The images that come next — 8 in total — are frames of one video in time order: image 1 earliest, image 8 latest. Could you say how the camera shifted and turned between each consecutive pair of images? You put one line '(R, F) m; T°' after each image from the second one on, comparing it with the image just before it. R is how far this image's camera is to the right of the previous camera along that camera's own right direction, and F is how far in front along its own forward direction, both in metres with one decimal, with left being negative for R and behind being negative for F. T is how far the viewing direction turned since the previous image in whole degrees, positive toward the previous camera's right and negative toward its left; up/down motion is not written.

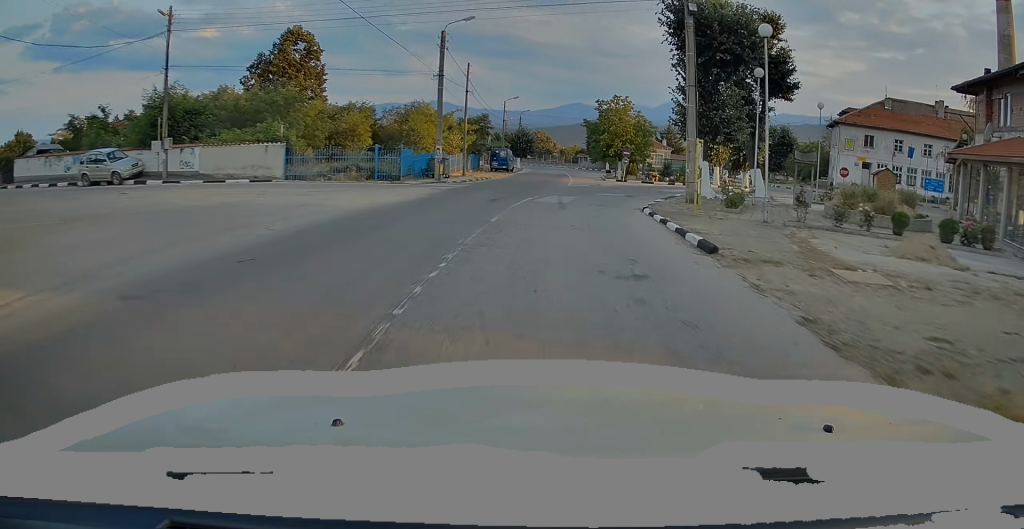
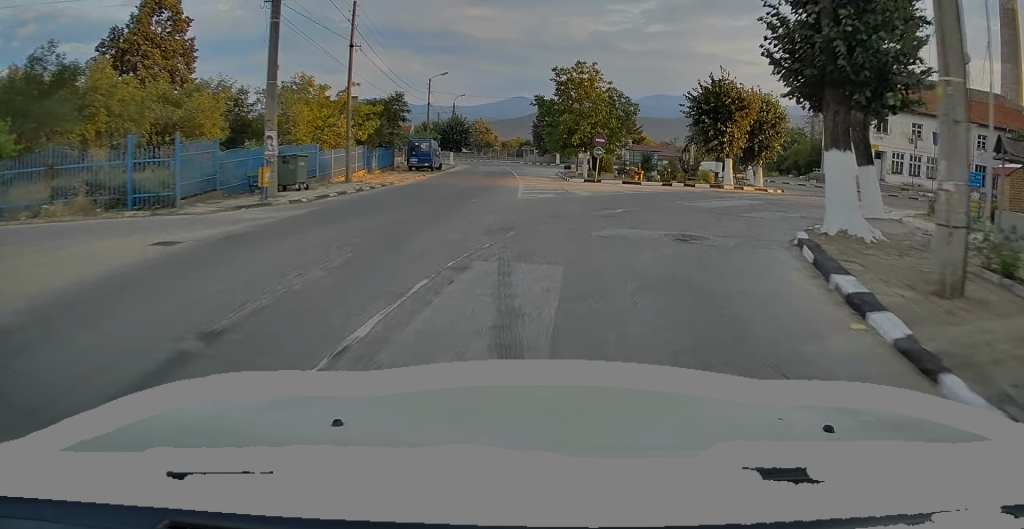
(+0.6, +15.9) m; +8°
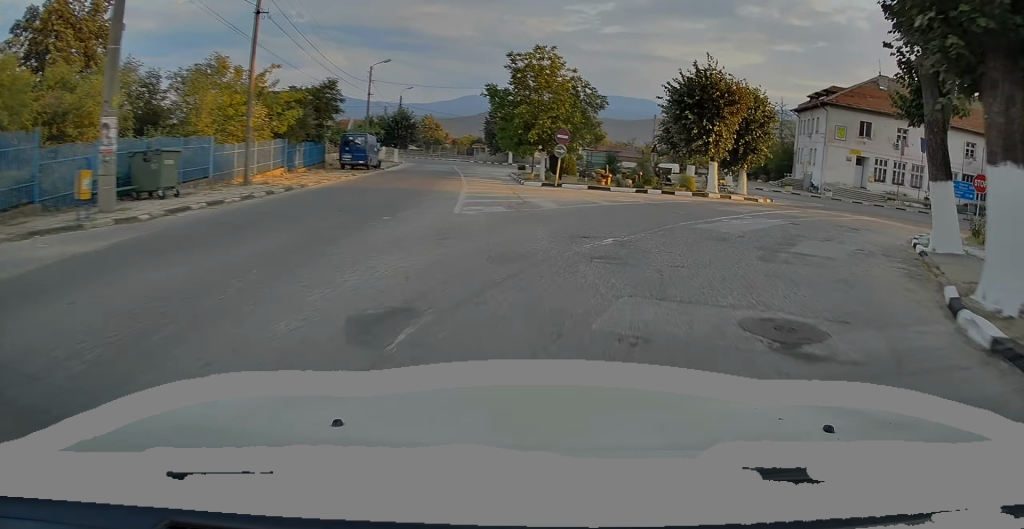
(+0.3, +5.4) m; +9°
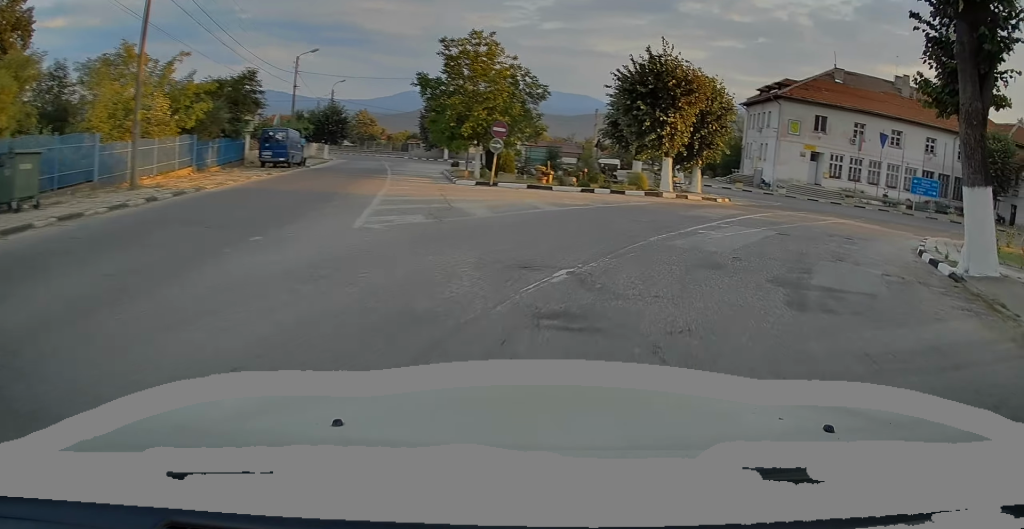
(+0.1, +3.1) m; +8°
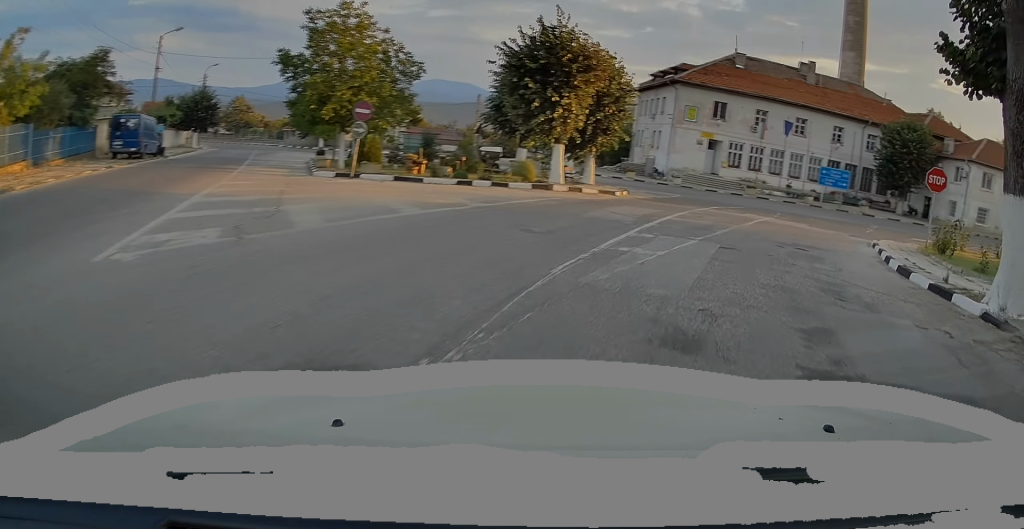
(+0.3, +3.8) m; +11°
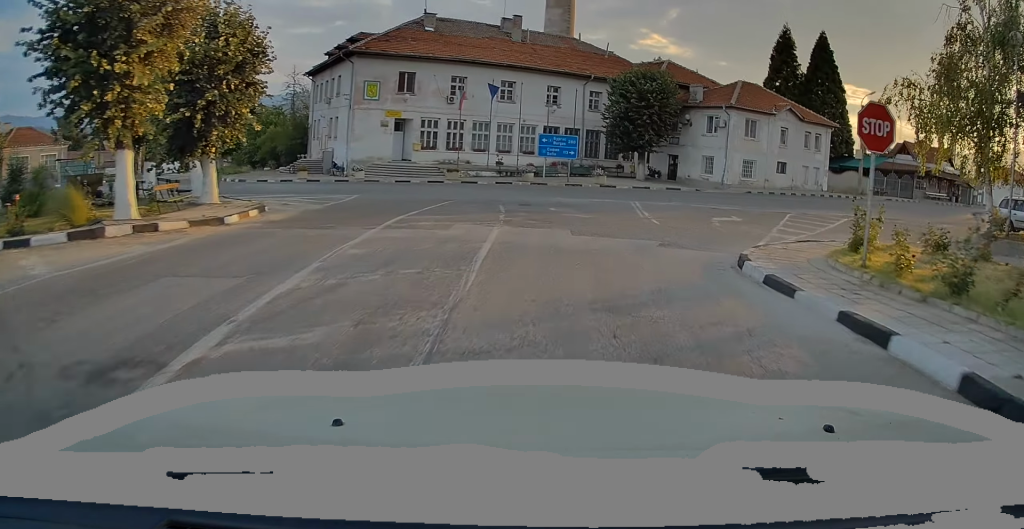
(+2.9, +10.0) m; +19°
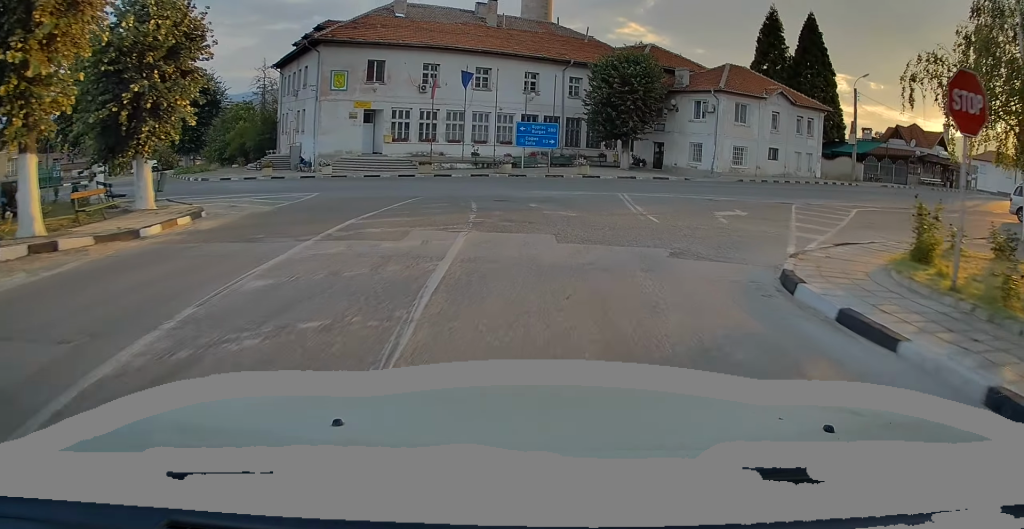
(0.0, +2.4) m; 0°
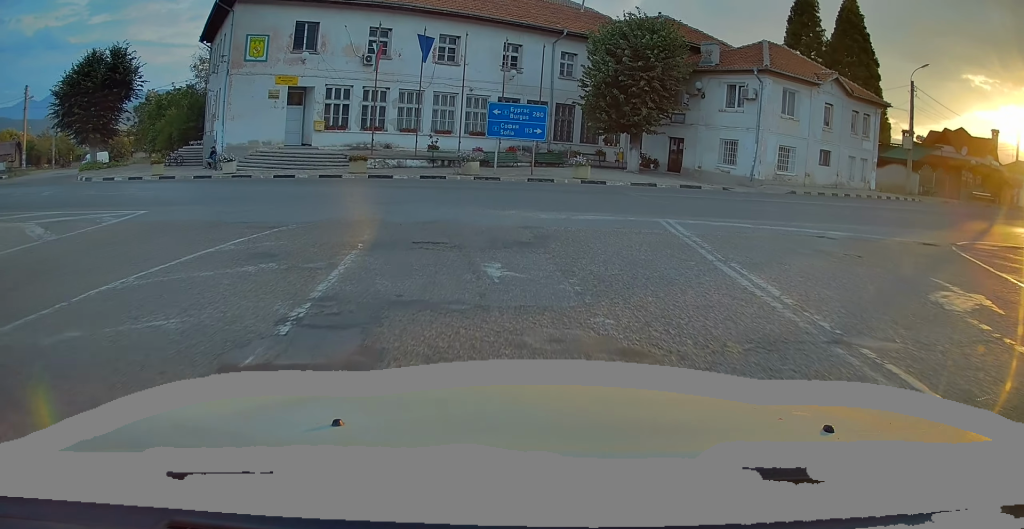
(-0.4, +11.0) m; 0°
